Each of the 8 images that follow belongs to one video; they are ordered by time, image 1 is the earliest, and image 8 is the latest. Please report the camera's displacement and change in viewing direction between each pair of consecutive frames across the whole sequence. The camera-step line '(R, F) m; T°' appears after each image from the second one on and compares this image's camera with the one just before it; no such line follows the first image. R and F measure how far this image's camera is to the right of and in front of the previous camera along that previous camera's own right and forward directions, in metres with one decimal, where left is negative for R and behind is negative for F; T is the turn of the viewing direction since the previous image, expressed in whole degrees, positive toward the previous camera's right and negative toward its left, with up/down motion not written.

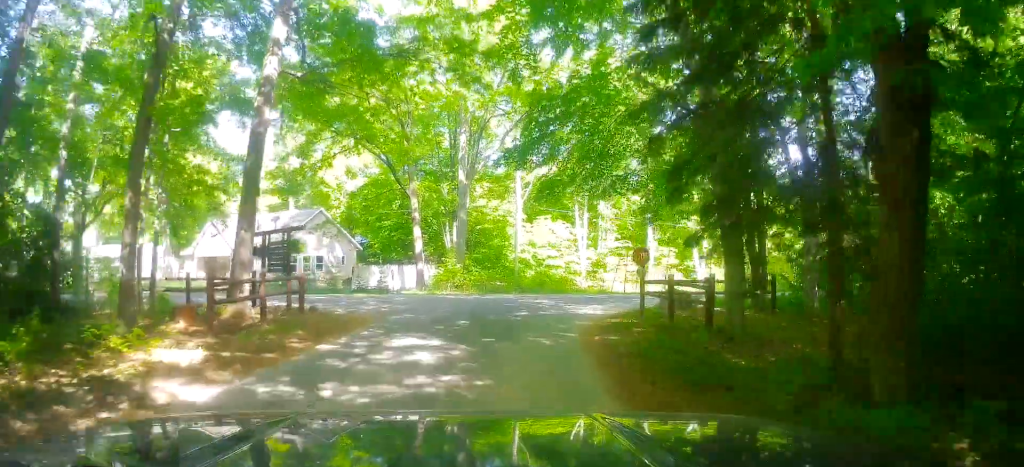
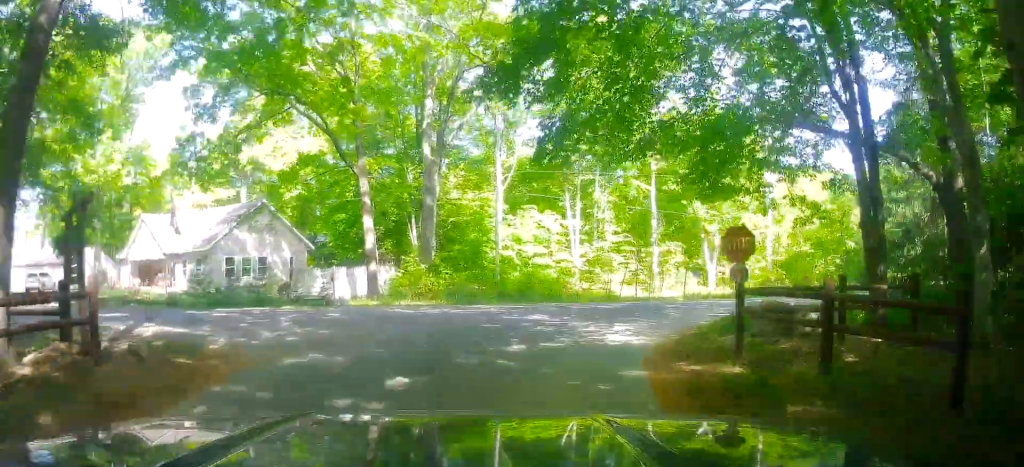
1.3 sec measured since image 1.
(-0.1, +8.9) m; +6°
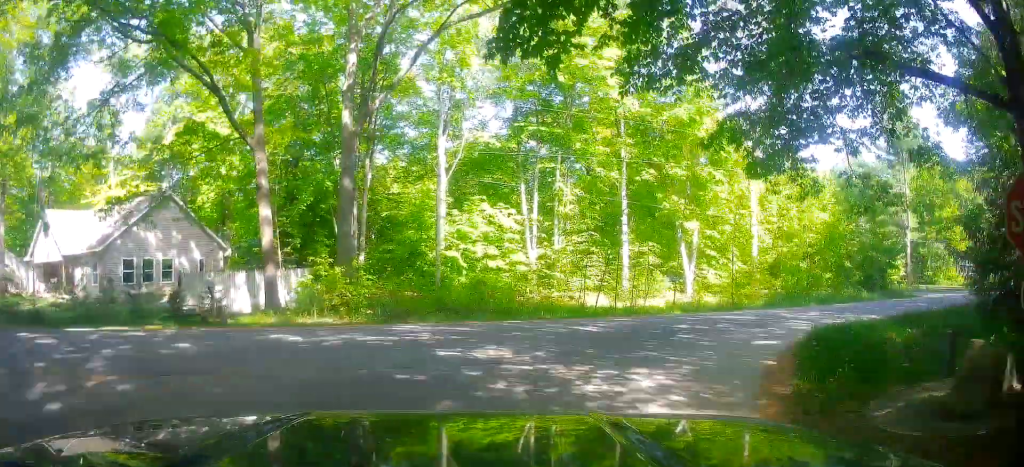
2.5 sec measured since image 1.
(+1.0, +6.6) m; +20°
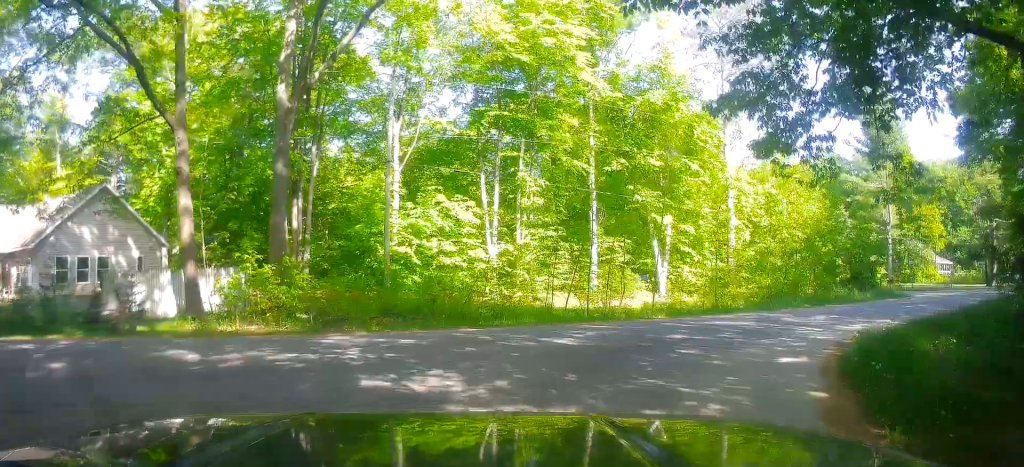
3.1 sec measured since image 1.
(+0.3, +2.7) m; +9°
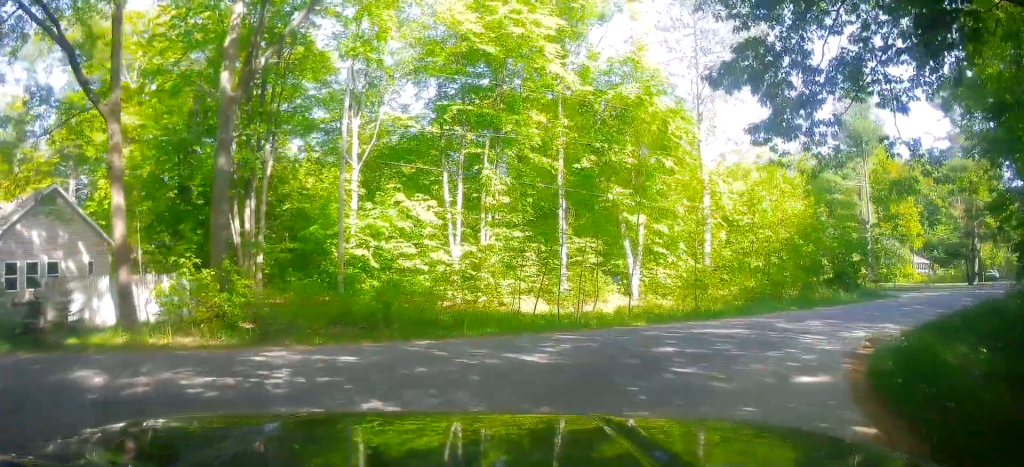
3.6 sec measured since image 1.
(+0.1, +1.8) m; +6°
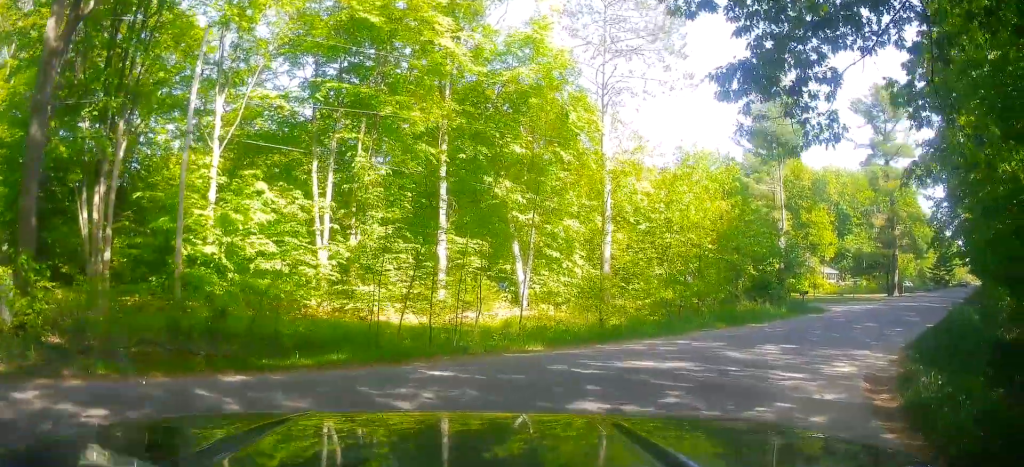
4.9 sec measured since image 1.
(+0.5, +4.6) m; +14°
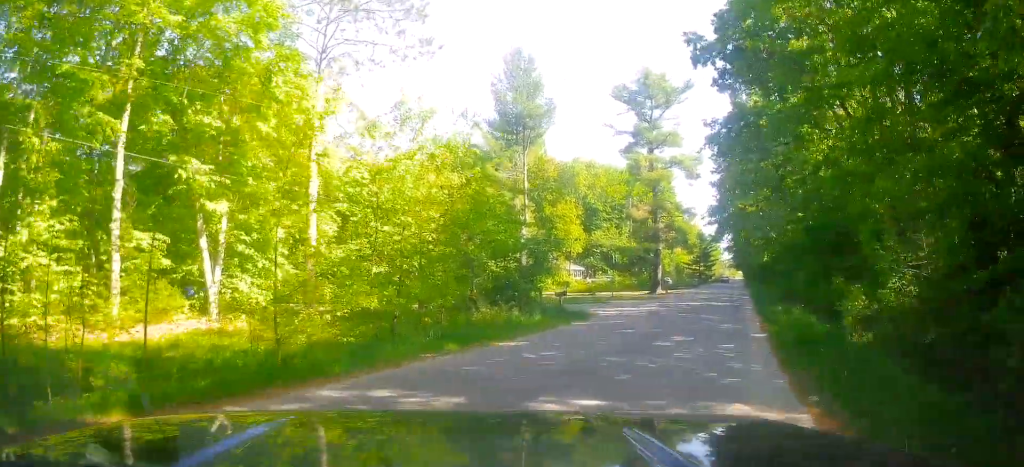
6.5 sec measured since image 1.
(+1.2, +8.8) m; +14°
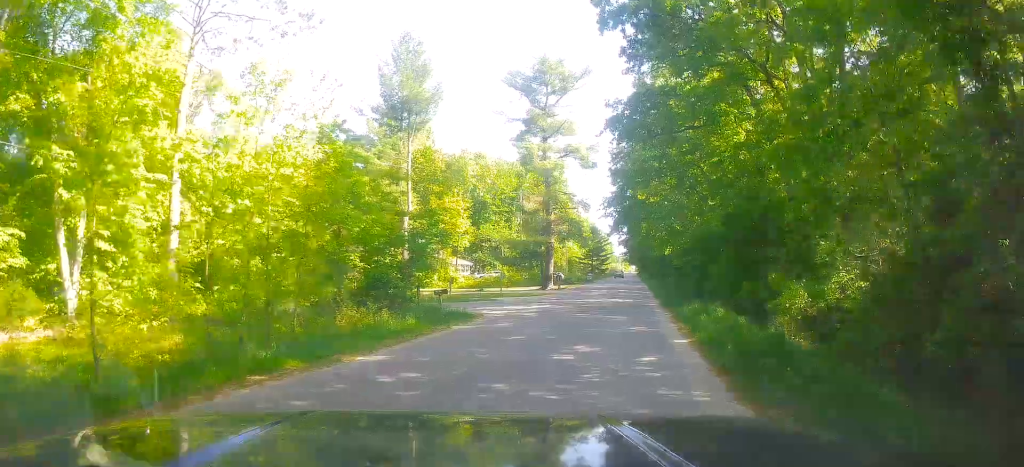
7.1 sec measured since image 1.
(+0.2, +4.5) m; +3°
